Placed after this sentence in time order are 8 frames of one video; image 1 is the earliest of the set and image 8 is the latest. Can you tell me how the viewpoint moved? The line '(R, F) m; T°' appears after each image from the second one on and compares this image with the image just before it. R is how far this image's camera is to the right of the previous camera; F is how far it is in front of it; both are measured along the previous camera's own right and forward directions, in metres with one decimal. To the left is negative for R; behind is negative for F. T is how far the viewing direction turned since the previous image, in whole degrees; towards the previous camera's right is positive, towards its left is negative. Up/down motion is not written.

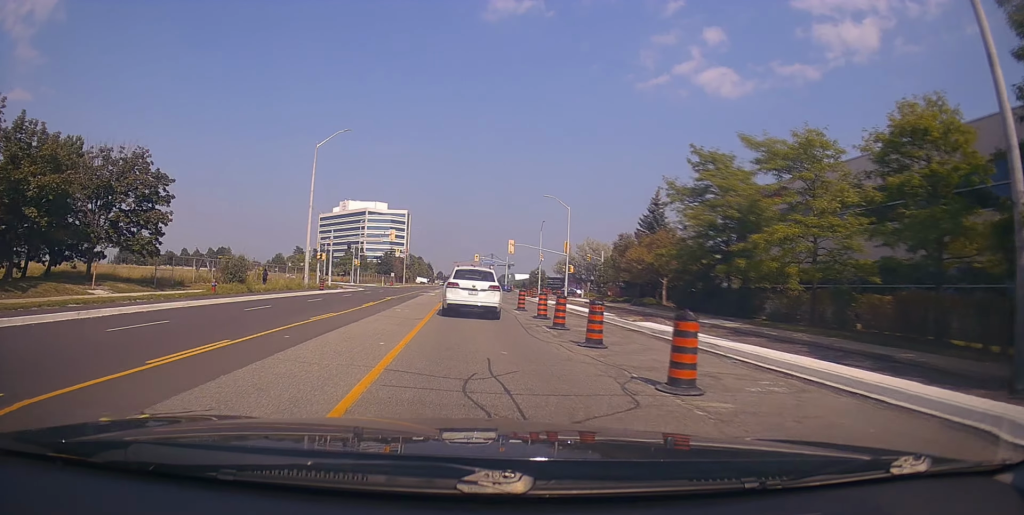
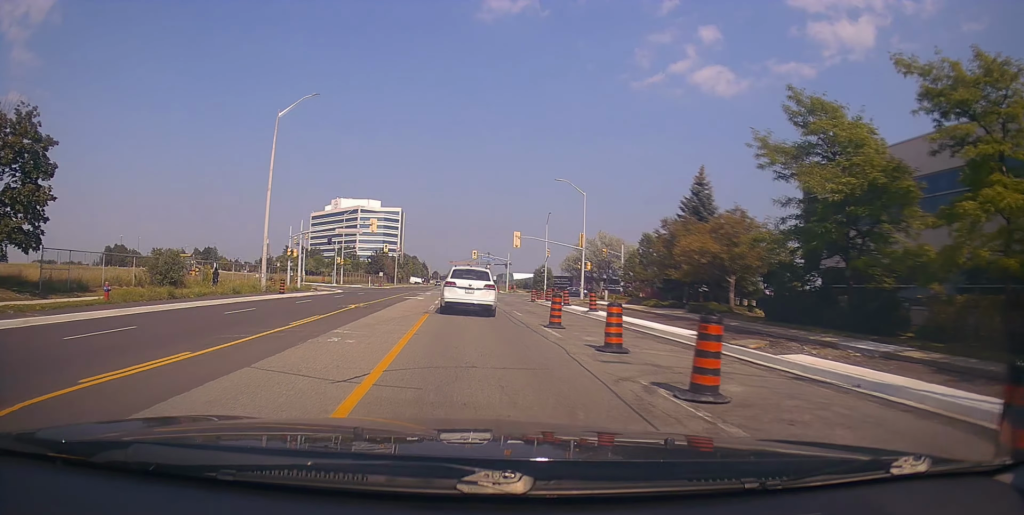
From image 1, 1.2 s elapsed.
(+0.2, +9.9) m; 0°
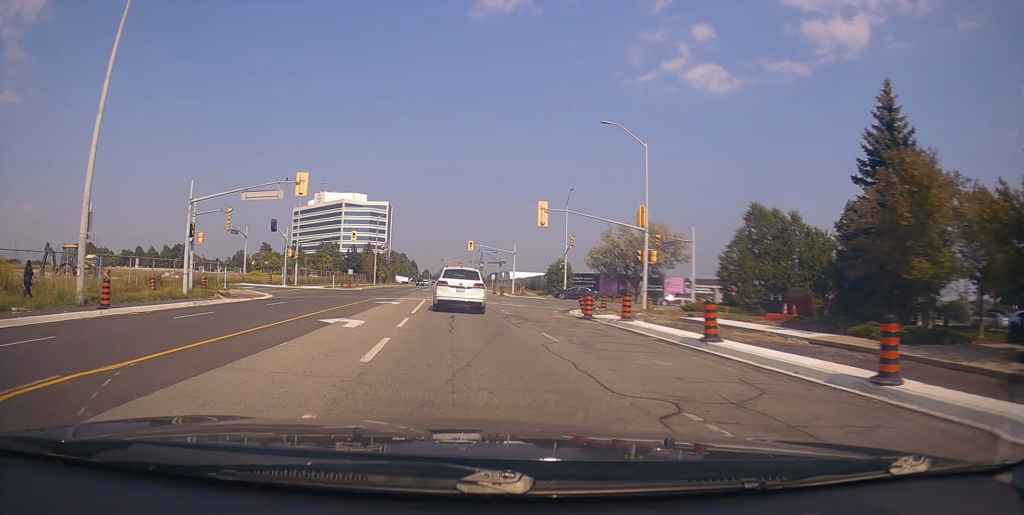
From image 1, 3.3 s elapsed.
(-1.6, +20.4) m; -4°
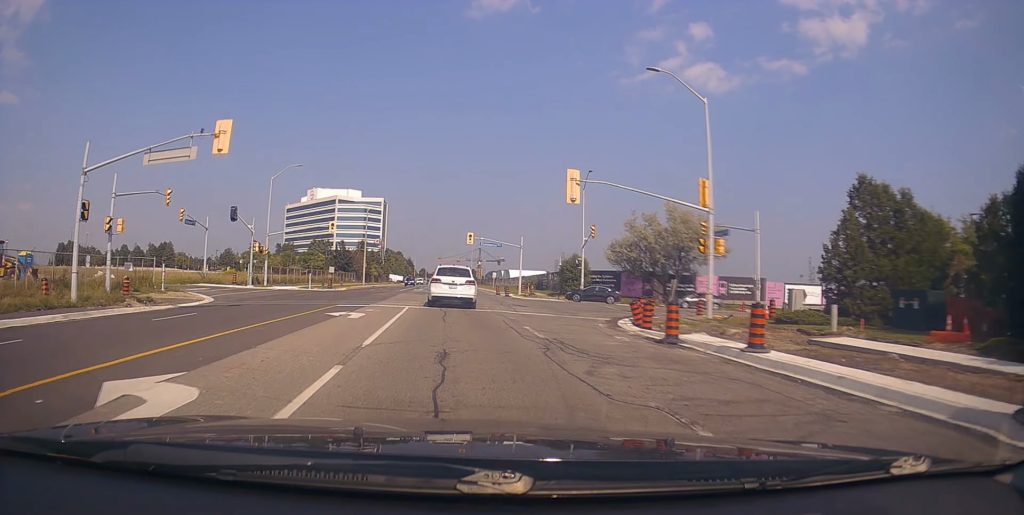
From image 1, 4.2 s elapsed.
(+0.4, +10.0) m; +4°
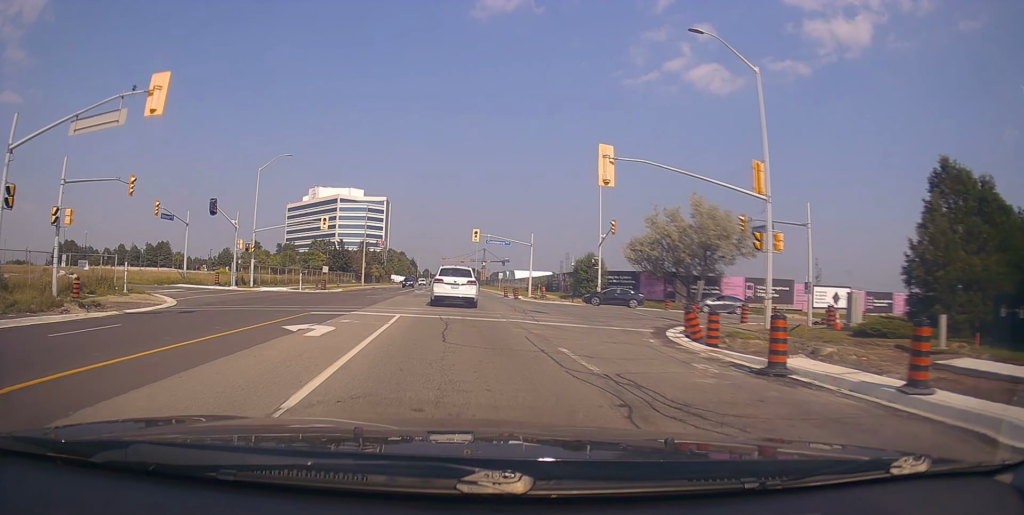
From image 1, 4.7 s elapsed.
(+0.3, +4.9) m; 0°
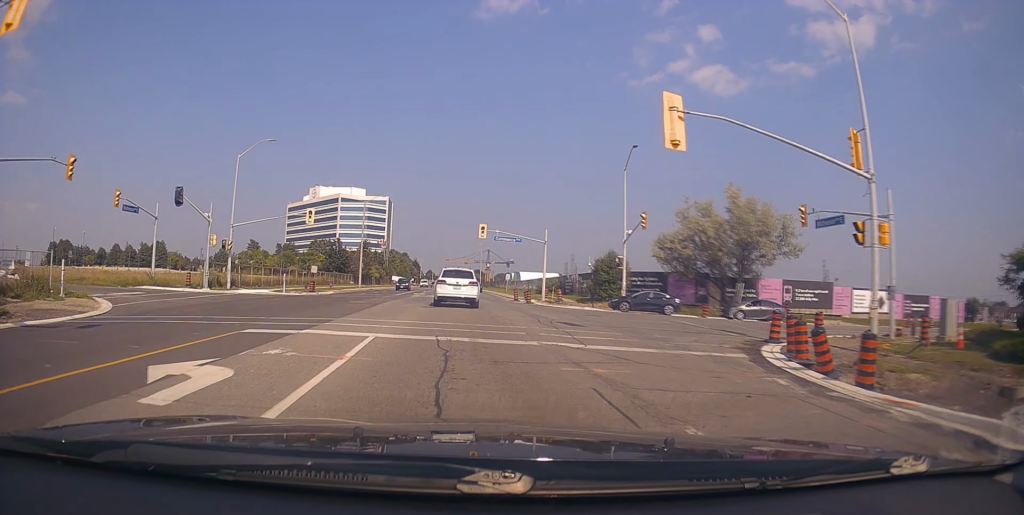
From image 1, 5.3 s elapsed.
(0.0, +6.1) m; -1°
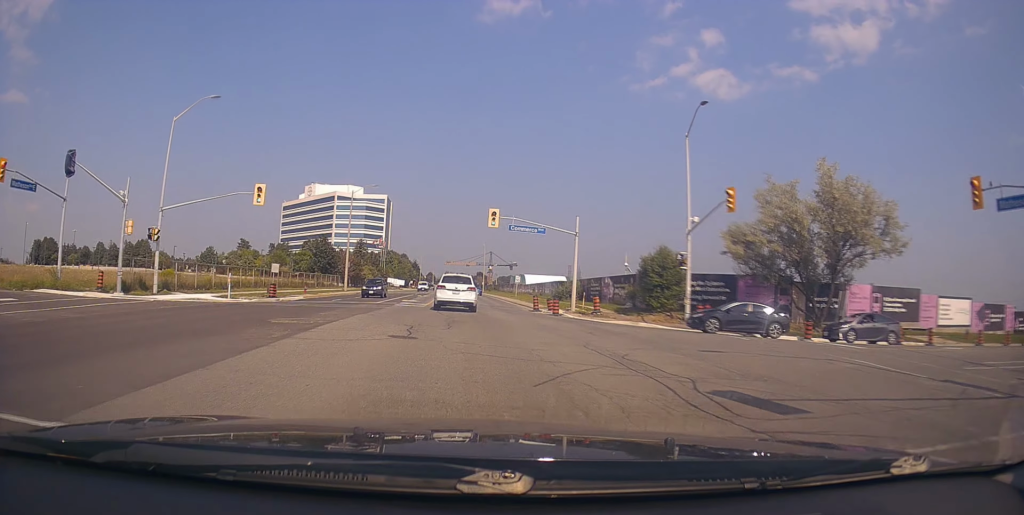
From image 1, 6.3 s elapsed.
(-0.4, +11.5) m; -1°
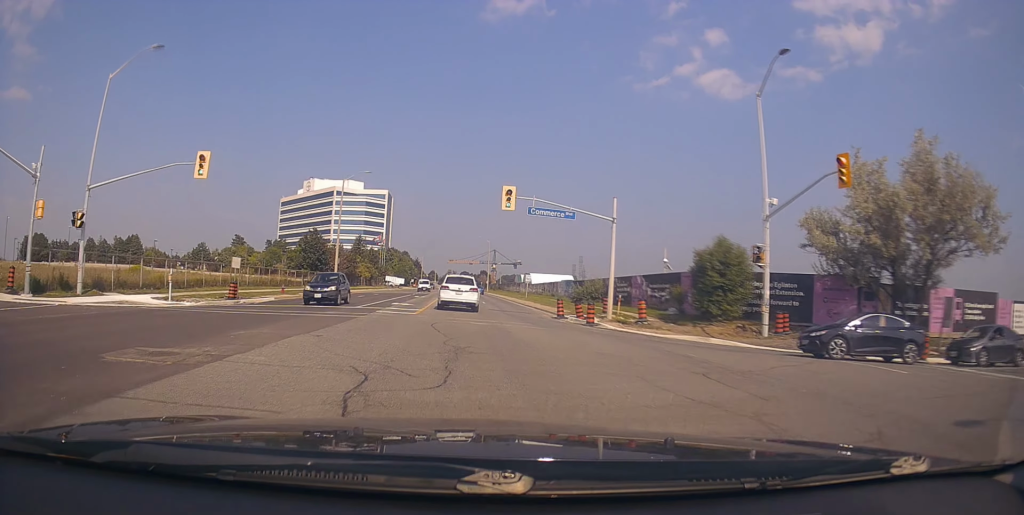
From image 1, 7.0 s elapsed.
(0.0, +7.8) m; +1°
